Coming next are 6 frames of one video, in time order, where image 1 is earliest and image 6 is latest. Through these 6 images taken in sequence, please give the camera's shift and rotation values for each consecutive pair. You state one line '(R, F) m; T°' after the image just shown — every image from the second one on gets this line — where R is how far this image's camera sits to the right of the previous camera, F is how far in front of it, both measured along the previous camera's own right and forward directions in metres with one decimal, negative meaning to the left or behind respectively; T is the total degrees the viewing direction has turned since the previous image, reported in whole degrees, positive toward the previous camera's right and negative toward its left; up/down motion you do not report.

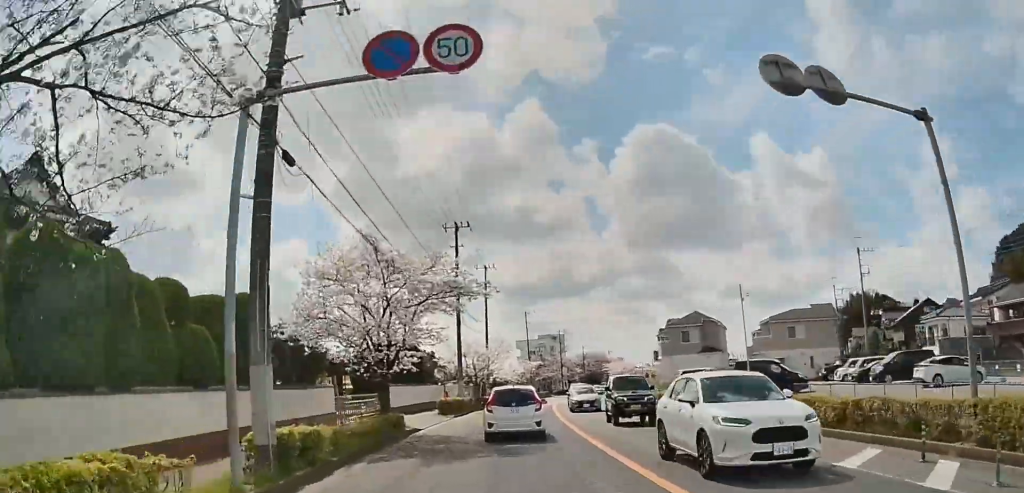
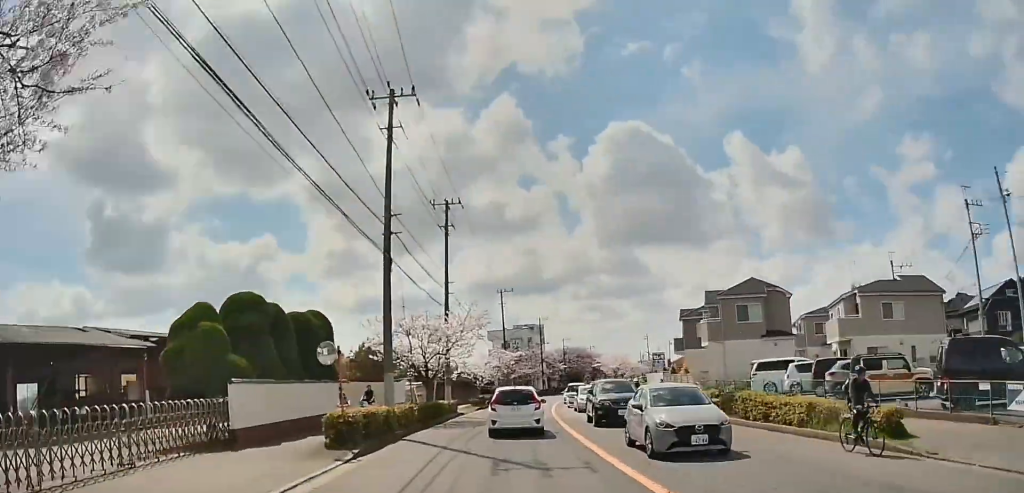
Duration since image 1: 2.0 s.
(-0.4, +14.6) m; -2°
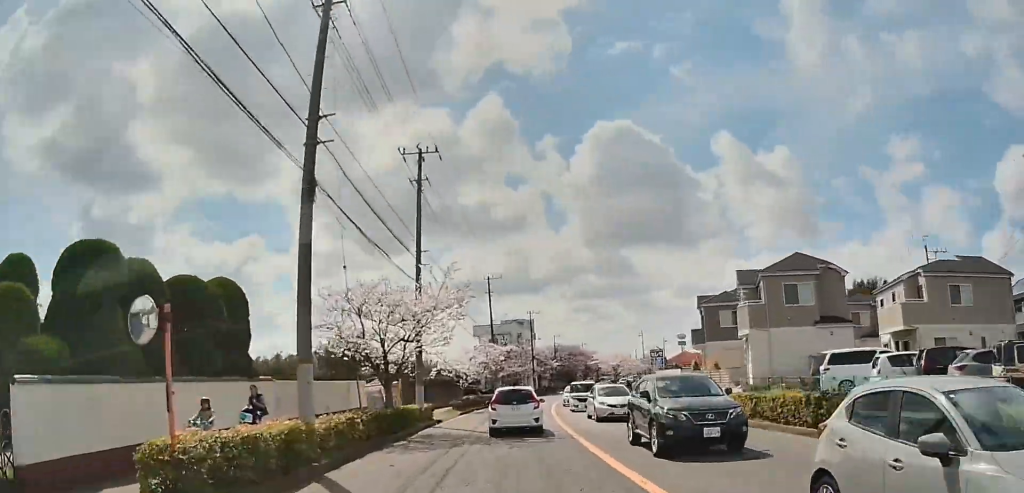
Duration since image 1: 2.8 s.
(0.0, +6.7) m; 0°
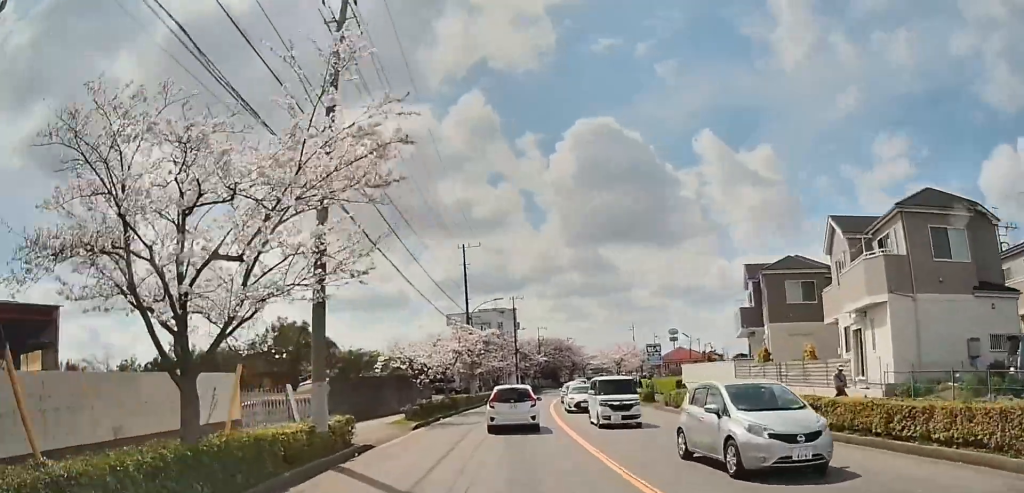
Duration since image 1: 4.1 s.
(0.0, +10.3) m; -1°
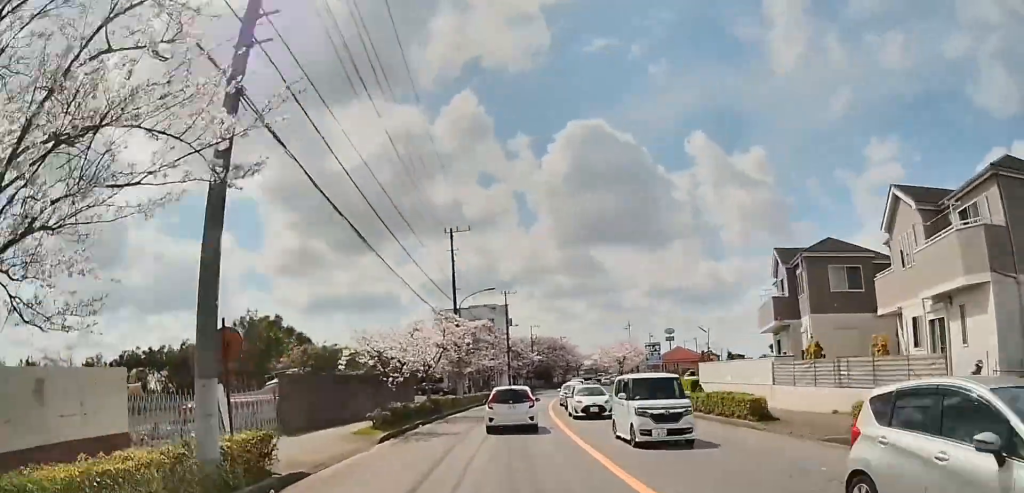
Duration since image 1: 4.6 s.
(0.0, +4.0) m; -1°
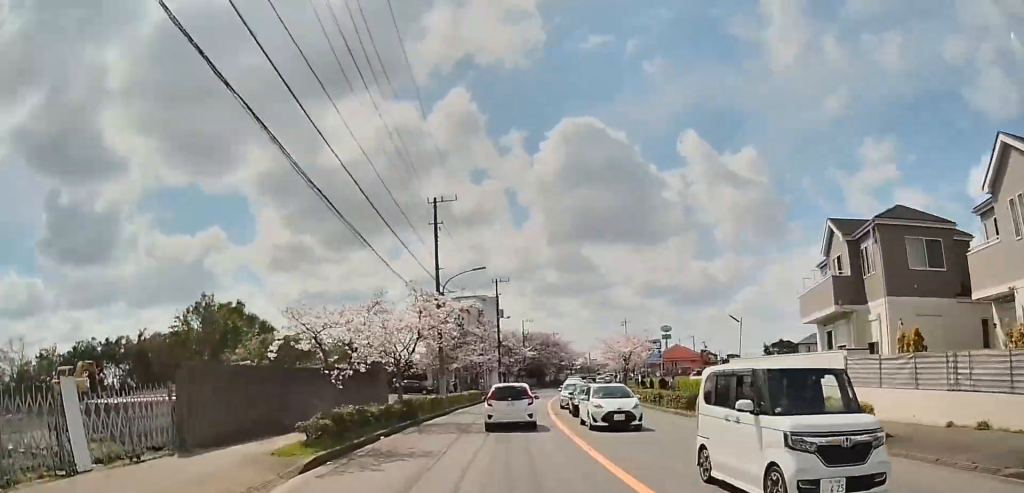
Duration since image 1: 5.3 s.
(-0.1, +5.2) m; -1°
